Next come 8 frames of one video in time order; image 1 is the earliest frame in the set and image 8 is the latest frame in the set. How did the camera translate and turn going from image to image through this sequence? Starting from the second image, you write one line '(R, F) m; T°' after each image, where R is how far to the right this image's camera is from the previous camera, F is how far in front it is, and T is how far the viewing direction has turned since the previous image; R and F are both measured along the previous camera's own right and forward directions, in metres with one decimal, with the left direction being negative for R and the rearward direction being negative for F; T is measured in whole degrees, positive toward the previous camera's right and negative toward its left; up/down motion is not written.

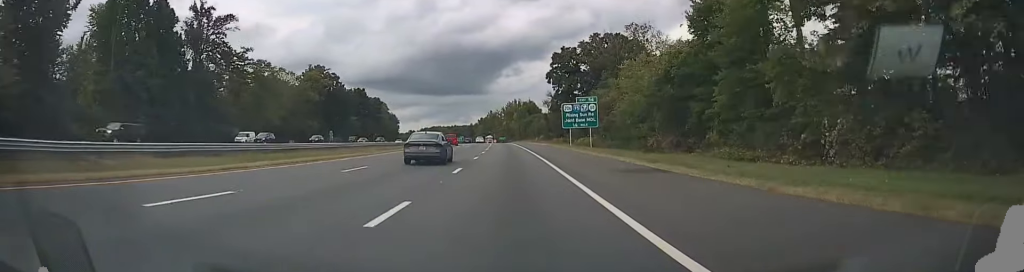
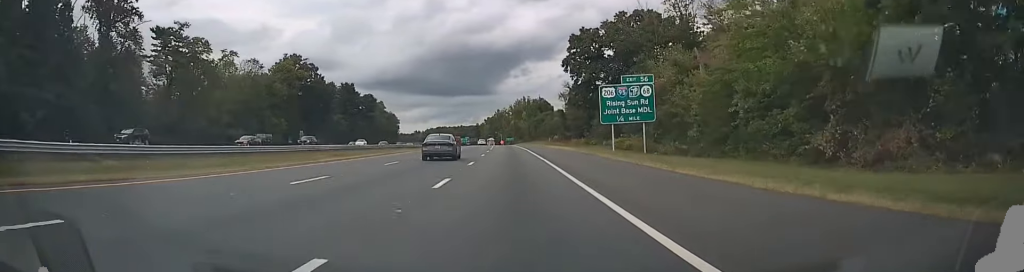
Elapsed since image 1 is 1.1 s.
(-0.1, +33.2) m; -1°
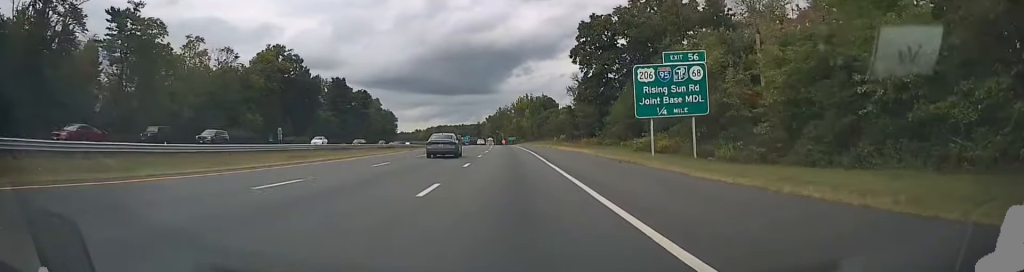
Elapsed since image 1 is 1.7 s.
(-0.1, +16.0) m; -1°
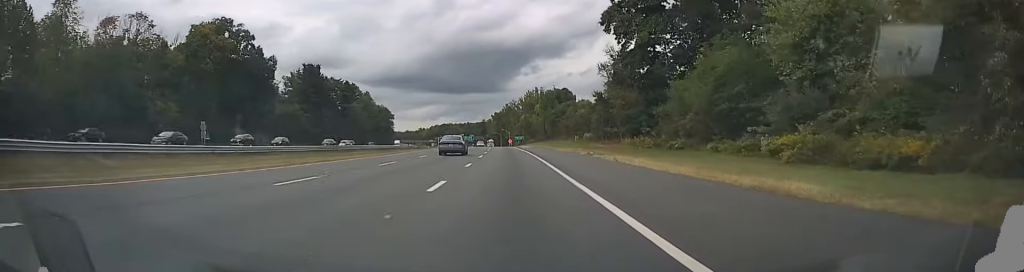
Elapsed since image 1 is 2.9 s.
(-0.5, +35.2) m; -1°
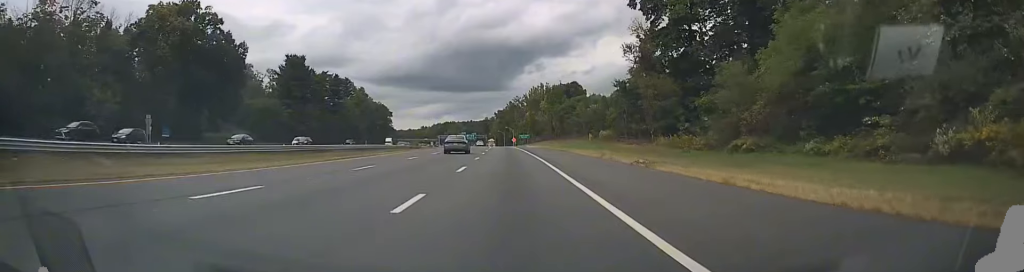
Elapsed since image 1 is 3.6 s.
(-0.1, +16.4) m; 0°
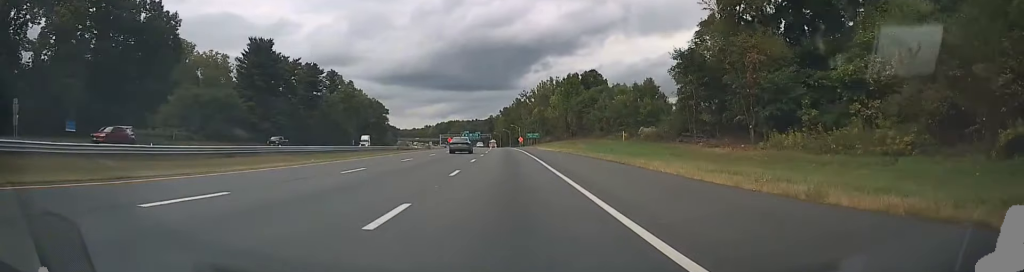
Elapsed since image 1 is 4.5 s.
(-0.1, +24.8) m; -1°
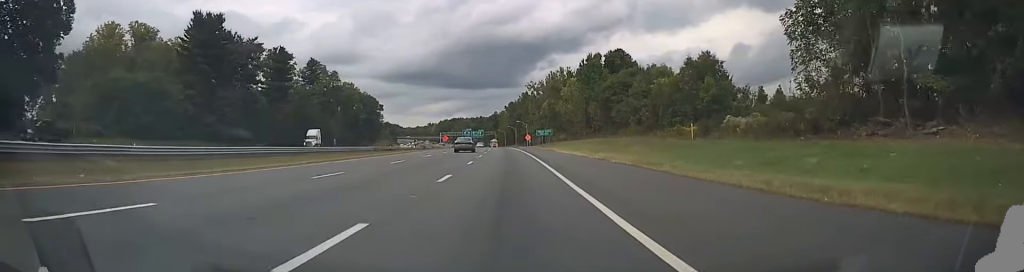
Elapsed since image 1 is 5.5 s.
(-0.2, +25.2) m; -1°
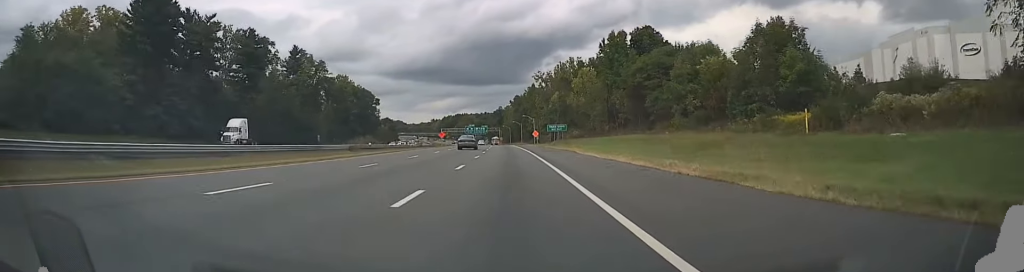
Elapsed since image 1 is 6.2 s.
(0.0, +17.5) m; 0°
